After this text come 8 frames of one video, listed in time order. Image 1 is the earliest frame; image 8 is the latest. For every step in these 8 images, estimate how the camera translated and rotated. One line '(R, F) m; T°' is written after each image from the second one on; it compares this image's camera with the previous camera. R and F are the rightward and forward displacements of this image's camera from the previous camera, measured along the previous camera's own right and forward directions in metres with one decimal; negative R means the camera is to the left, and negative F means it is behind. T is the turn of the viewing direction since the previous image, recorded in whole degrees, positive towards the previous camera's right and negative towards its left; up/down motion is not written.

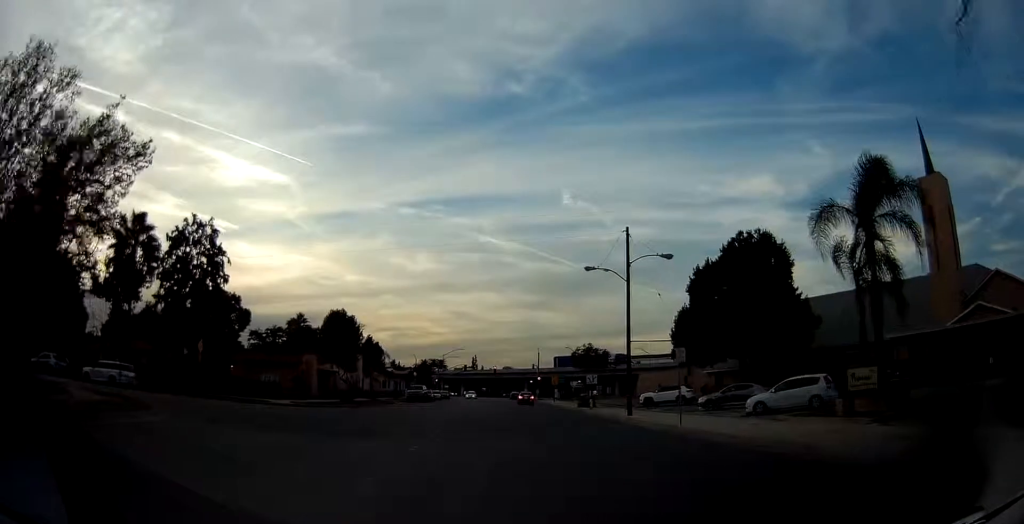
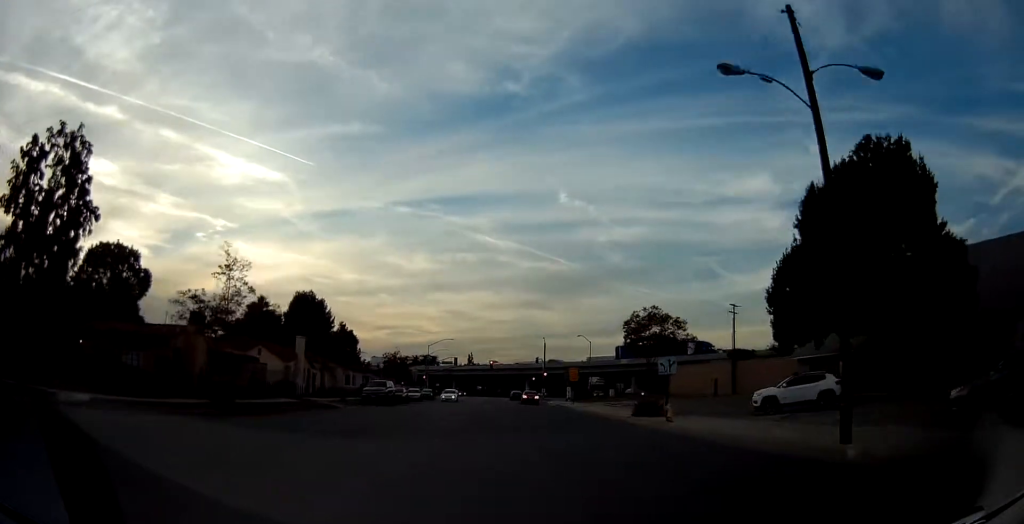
(-0.1, +21.5) m; 0°
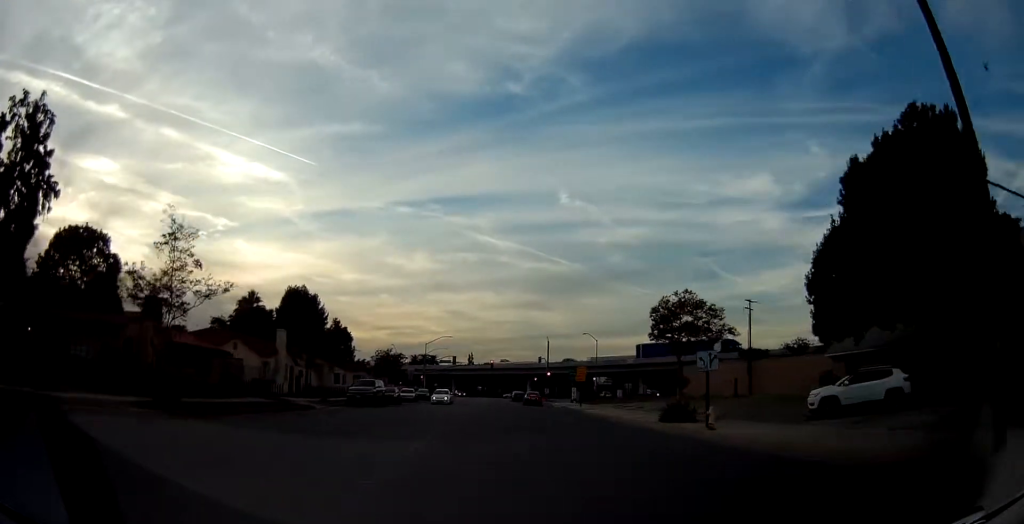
(0.0, +5.2) m; +1°
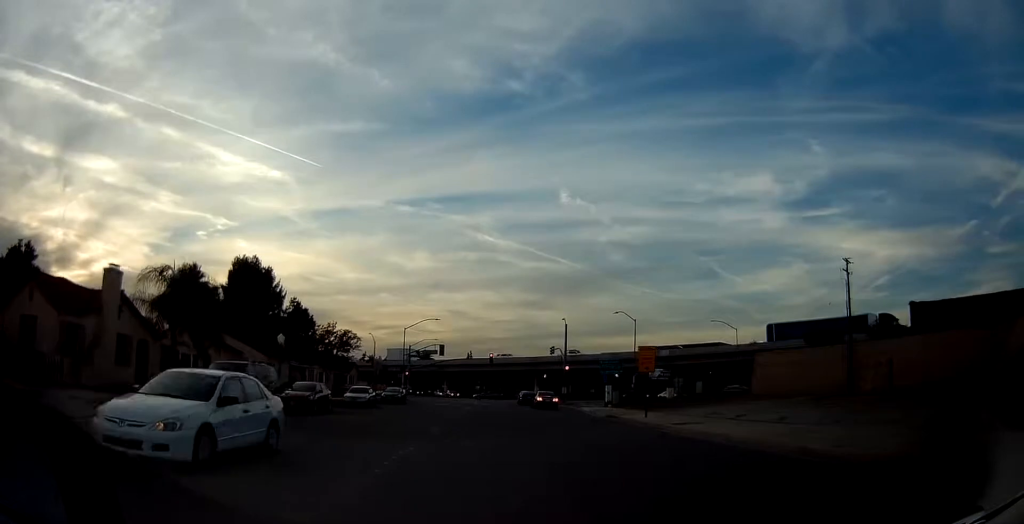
(+0.2, +23.9) m; -1°
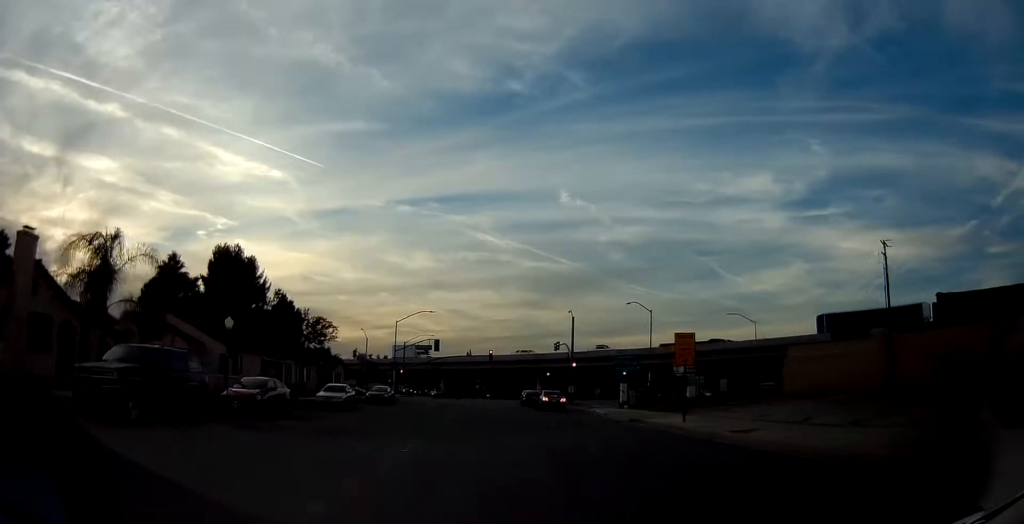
(-0.1, +6.6) m; -1°
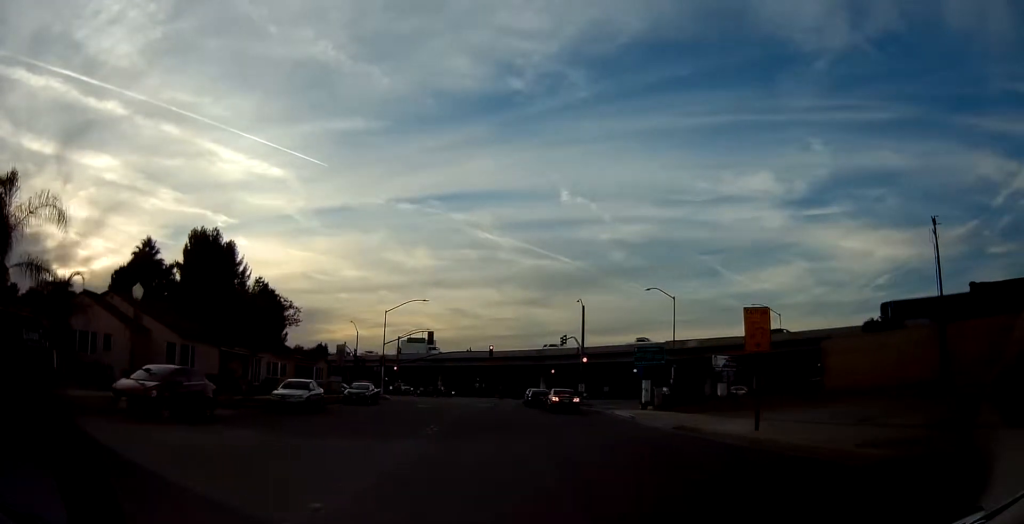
(-0.3, +7.4) m; 0°
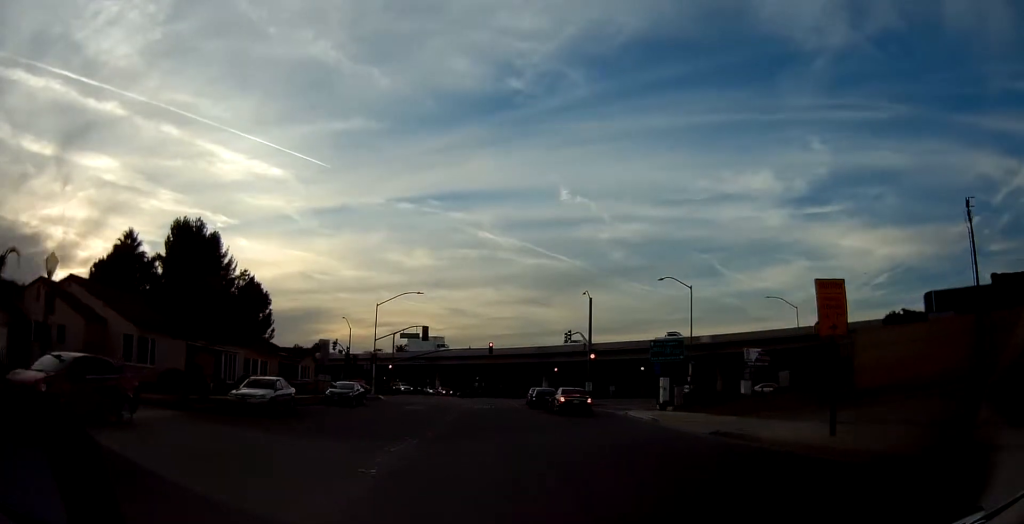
(+0.1, +4.6) m; +1°
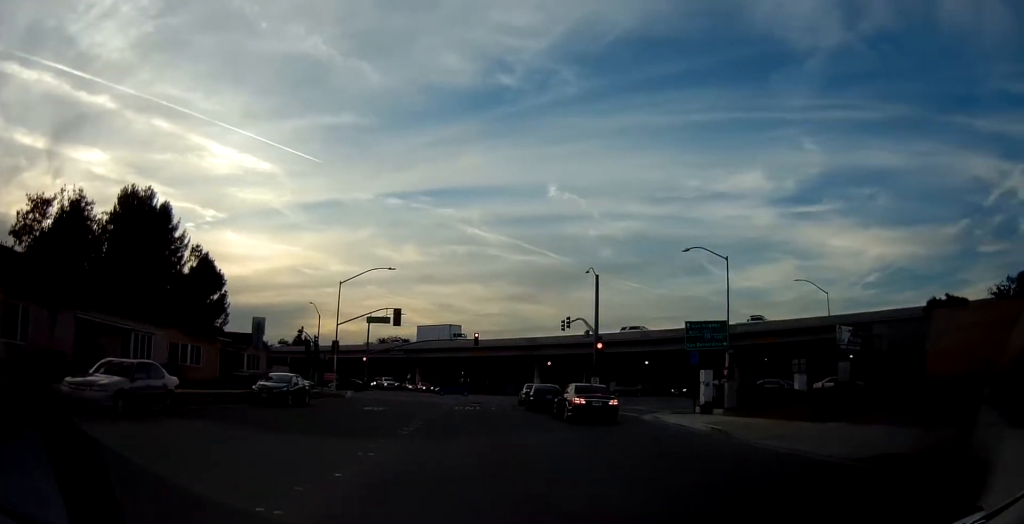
(+0.3, +11.0) m; +3°
